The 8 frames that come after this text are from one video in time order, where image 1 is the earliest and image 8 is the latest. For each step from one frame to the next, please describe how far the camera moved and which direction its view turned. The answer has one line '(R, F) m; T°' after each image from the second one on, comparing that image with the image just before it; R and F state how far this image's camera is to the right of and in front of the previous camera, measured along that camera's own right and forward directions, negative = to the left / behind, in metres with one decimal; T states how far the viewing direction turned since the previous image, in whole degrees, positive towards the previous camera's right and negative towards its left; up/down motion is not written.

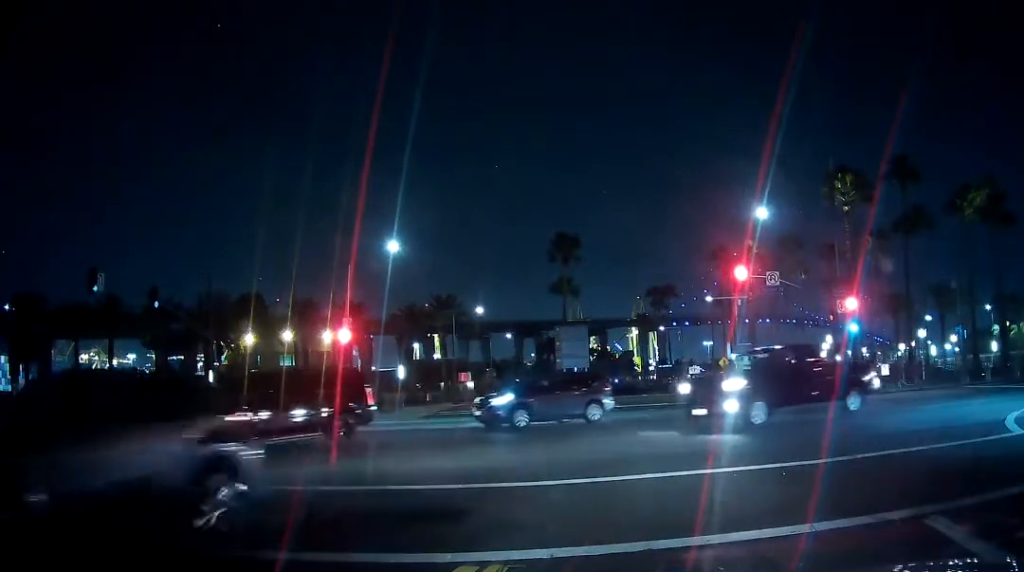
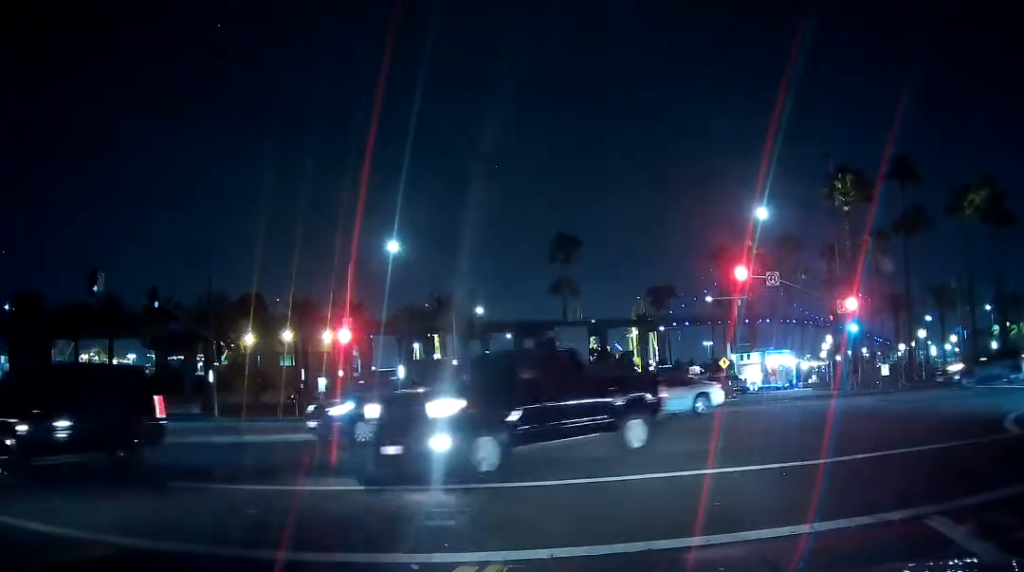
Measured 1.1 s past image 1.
(0.0, 0.0) m; 0°
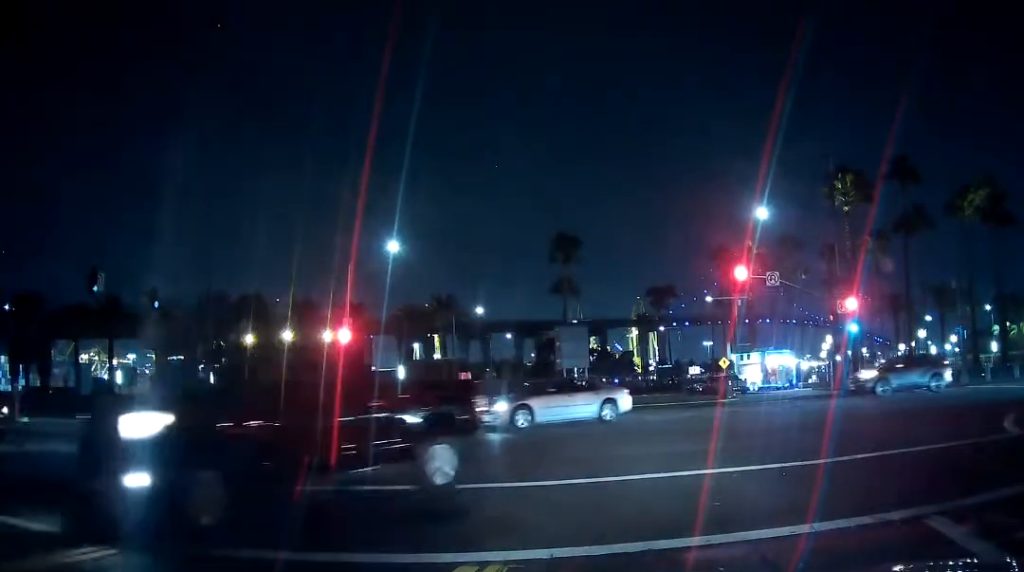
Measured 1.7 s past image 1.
(0.0, 0.0) m; 0°
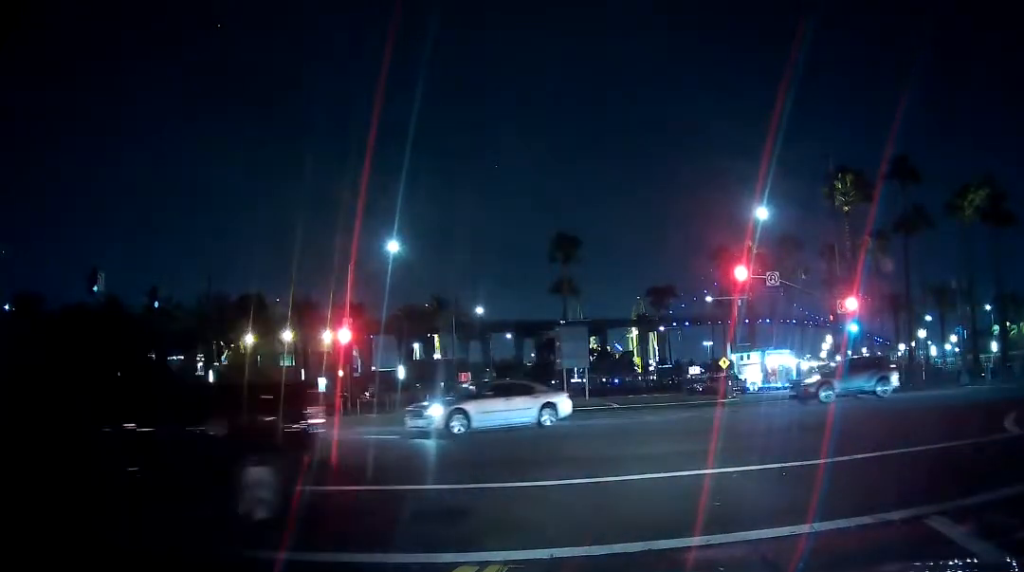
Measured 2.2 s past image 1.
(0.0, 0.0) m; 0°
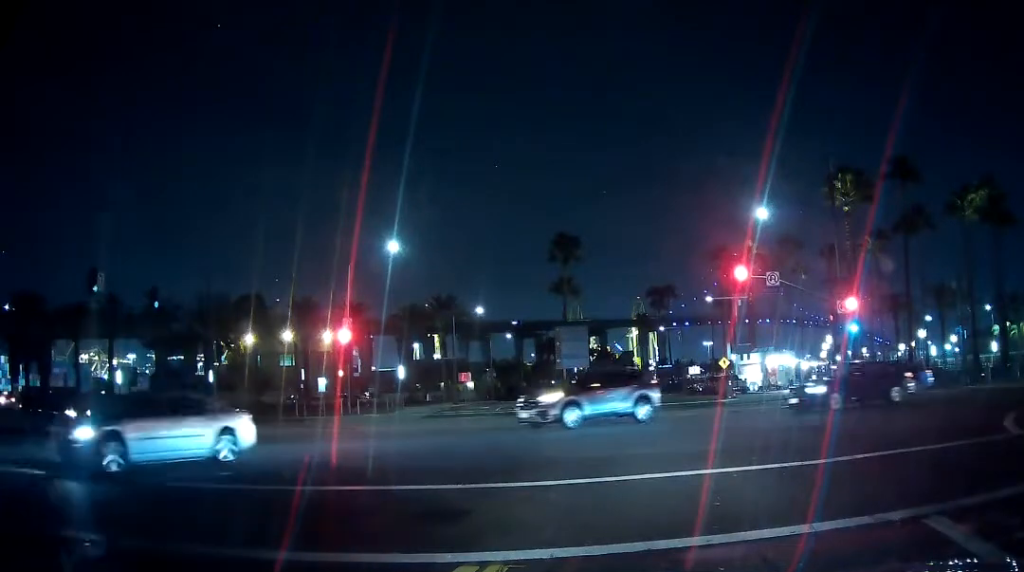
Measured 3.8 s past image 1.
(0.0, 0.0) m; 0°
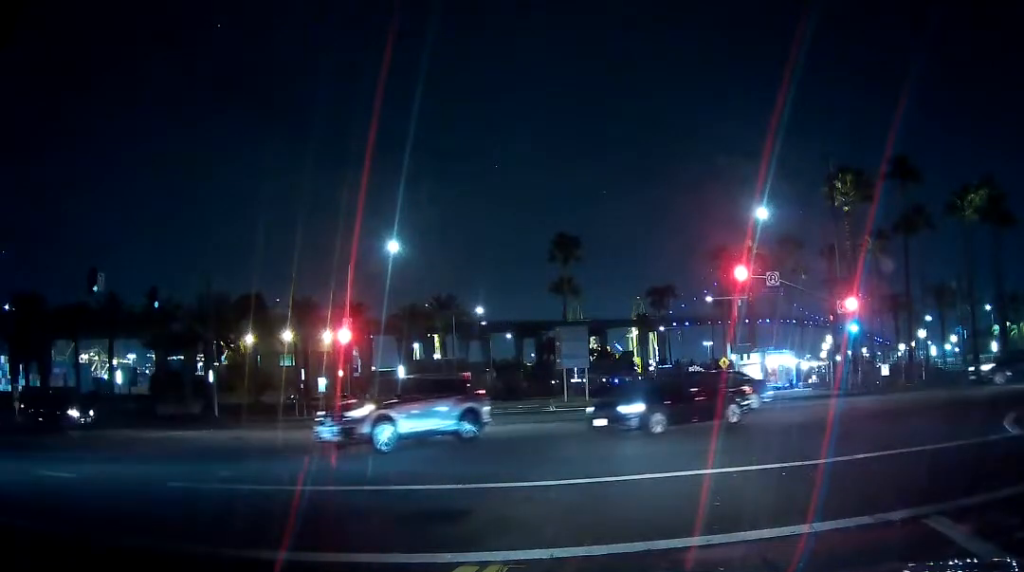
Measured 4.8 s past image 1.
(0.0, 0.0) m; 0°
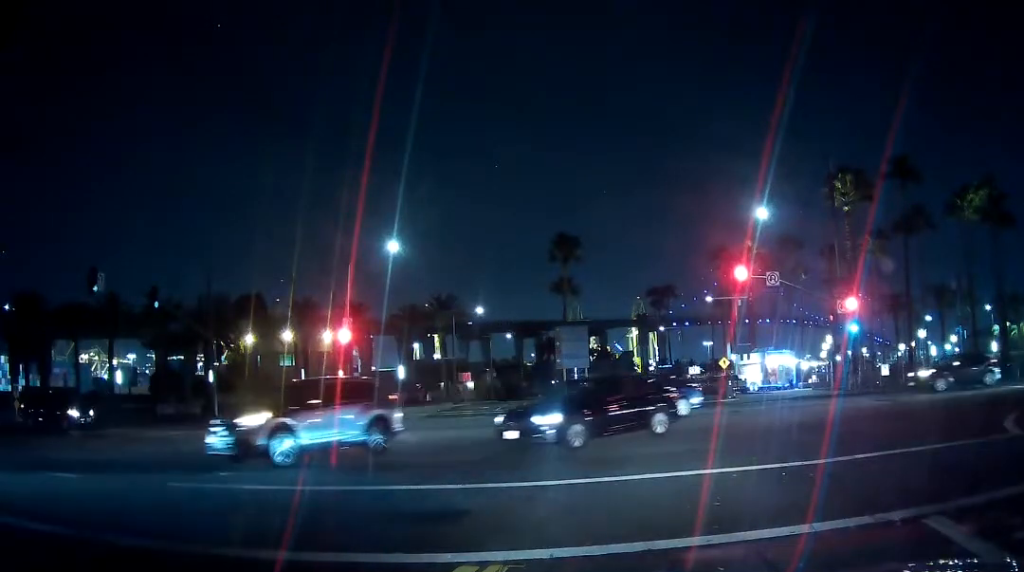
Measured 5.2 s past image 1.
(0.0, 0.0) m; 0°
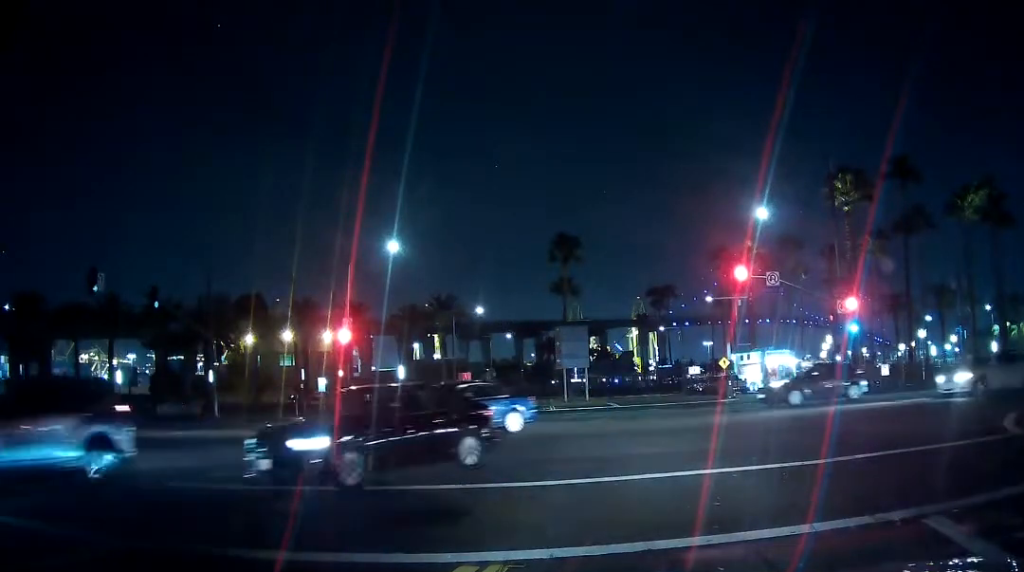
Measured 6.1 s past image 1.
(0.0, 0.0) m; 0°
